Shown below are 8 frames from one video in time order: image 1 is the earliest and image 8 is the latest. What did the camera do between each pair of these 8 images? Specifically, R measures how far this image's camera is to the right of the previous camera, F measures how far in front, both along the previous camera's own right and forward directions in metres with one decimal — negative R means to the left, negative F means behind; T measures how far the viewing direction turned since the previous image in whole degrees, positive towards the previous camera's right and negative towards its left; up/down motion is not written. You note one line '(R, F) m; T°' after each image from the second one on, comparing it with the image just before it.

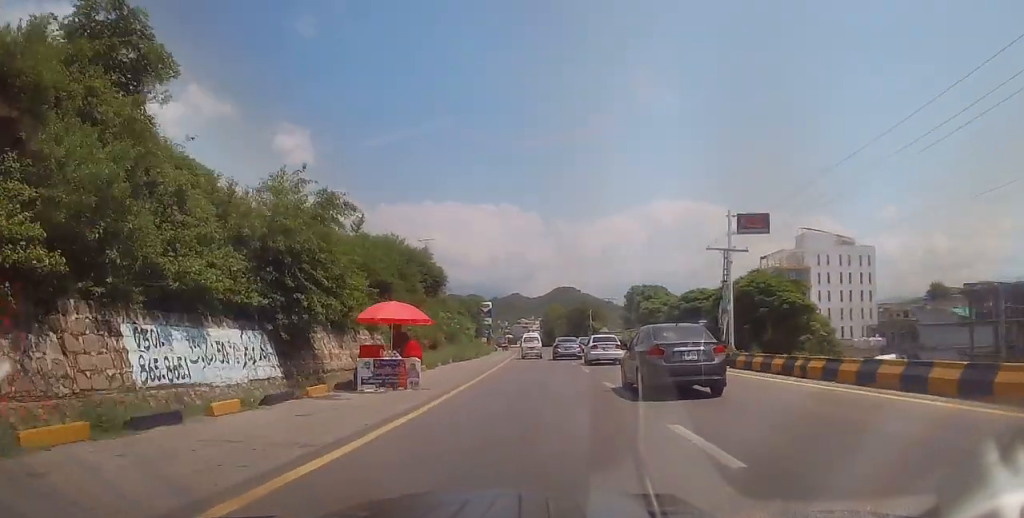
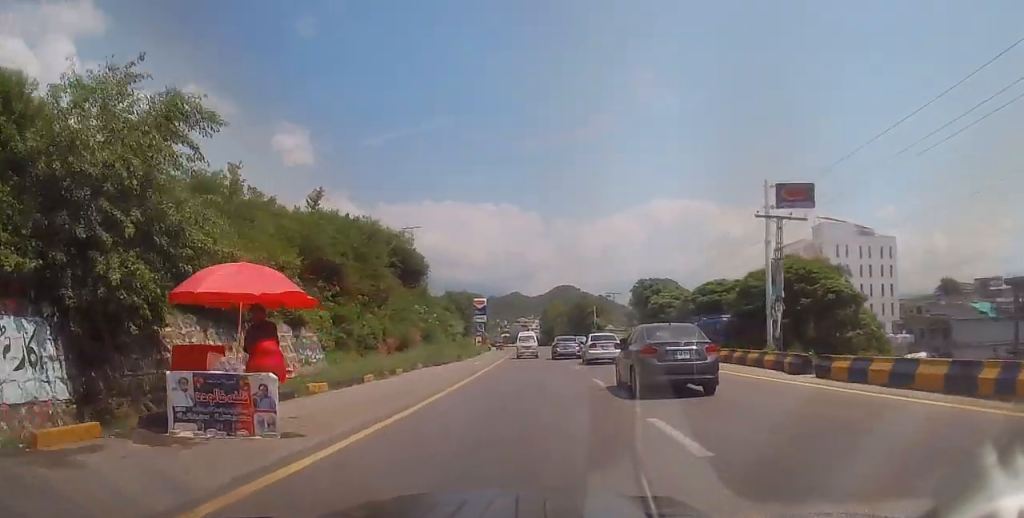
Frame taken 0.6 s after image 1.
(-0.1, +8.4) m; +1°
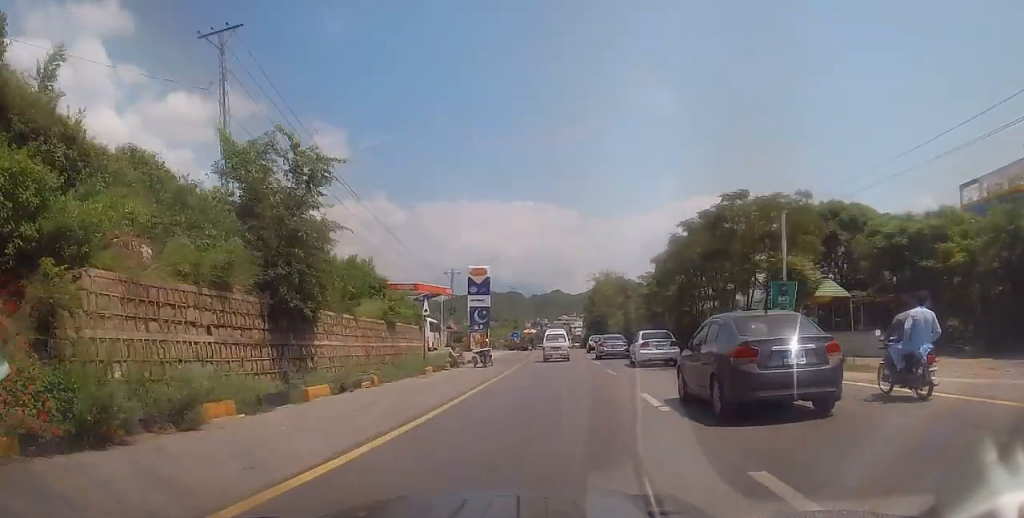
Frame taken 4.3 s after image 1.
(-2.4, +49.8) m; -6°
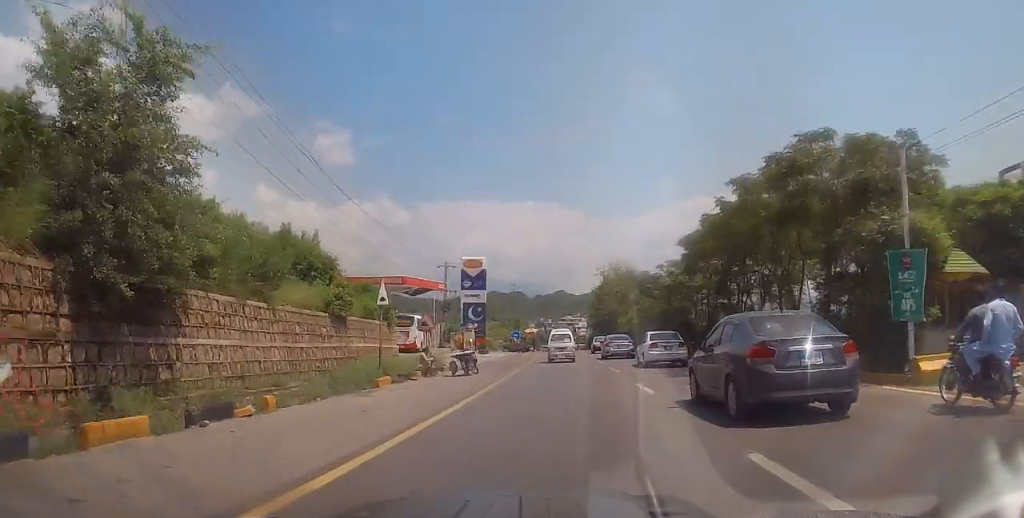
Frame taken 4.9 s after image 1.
(-0.1, +7.1) m; 0°
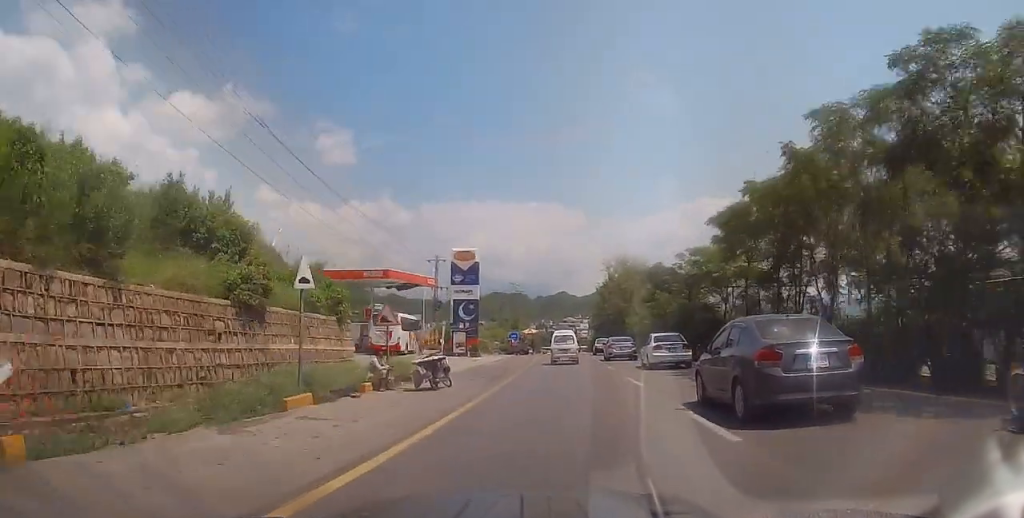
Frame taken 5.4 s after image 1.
(+0.3, +6.2) m; +1°
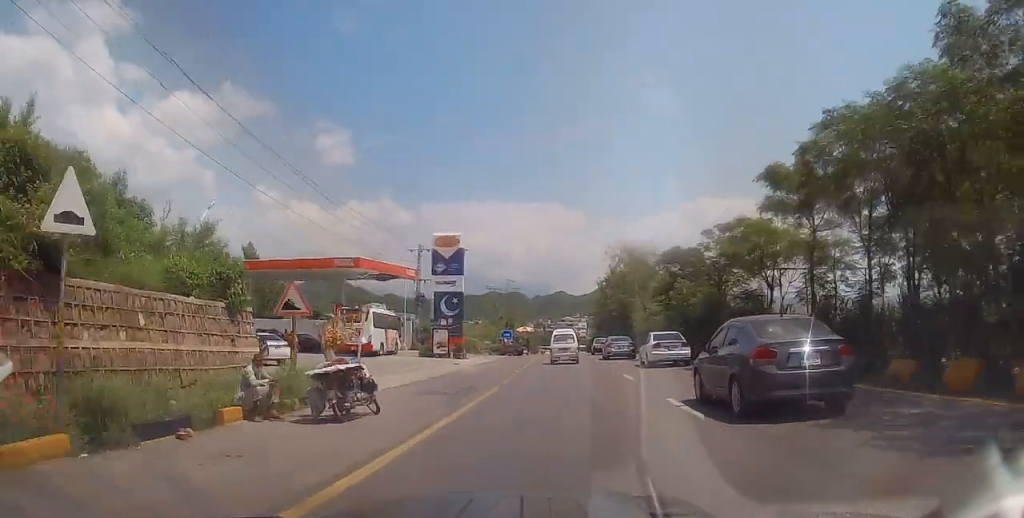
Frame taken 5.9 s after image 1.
(0.0, +7.0) m; 0°
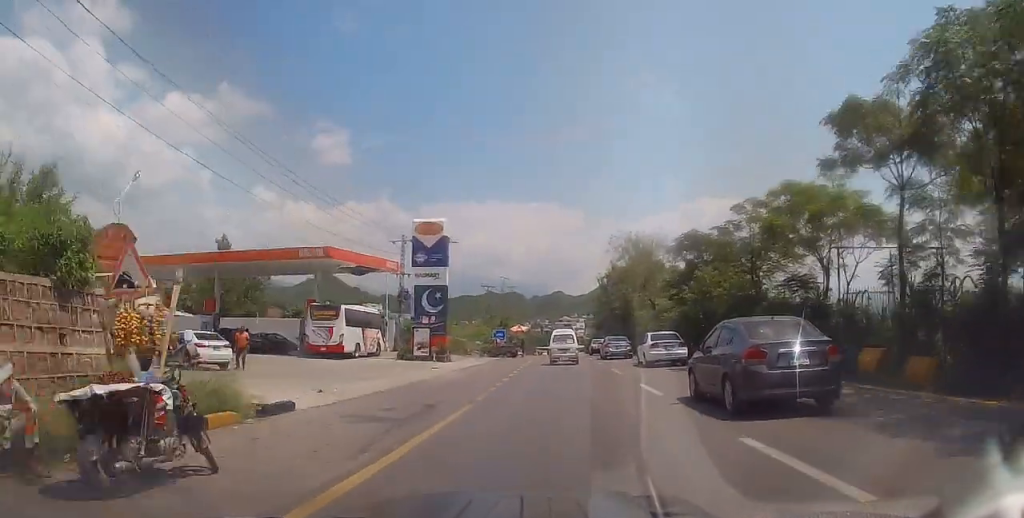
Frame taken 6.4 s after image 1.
(-0.2, +5.4) m; 0°
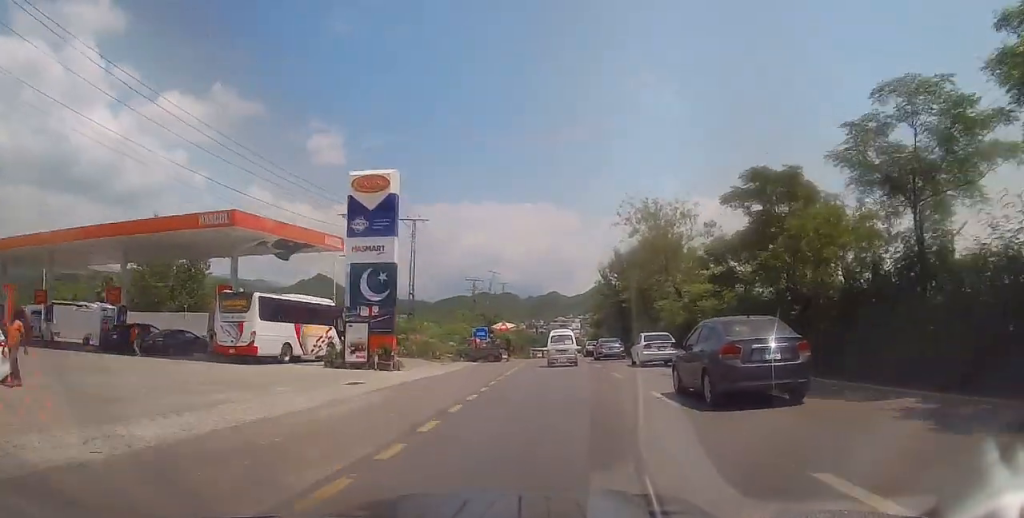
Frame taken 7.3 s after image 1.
(+0.2, +11.6) m; +1°
